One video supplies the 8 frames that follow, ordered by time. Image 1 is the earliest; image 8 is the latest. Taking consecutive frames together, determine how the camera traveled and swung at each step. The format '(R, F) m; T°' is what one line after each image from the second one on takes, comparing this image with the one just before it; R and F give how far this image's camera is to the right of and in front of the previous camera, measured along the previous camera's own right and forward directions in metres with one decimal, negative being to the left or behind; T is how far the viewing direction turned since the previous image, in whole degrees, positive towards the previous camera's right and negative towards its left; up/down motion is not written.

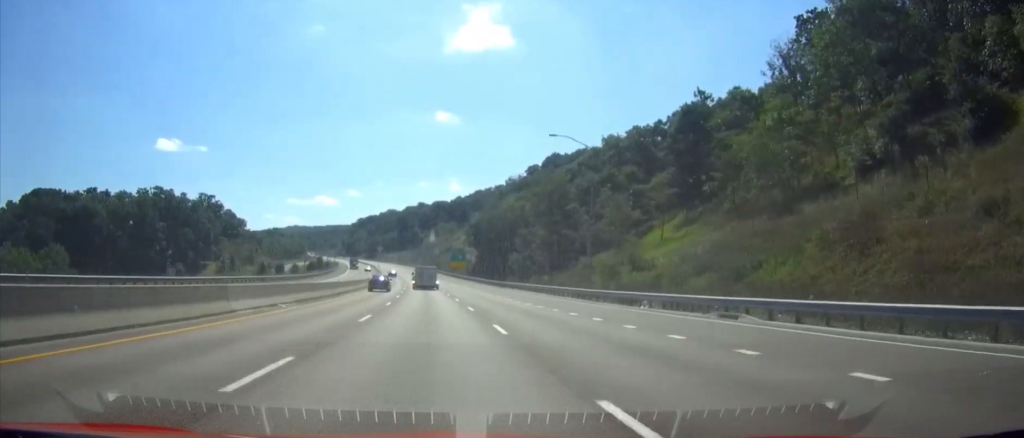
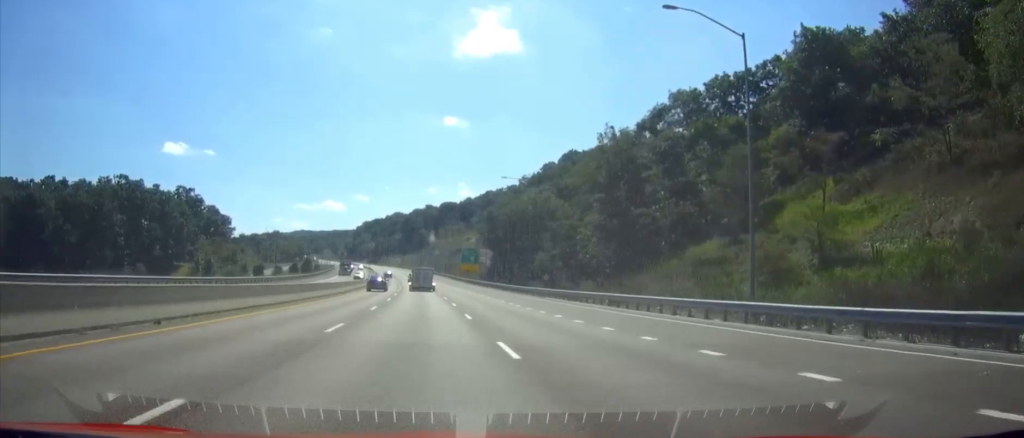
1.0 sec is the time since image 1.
(-0.2, +29.0) m; -1°
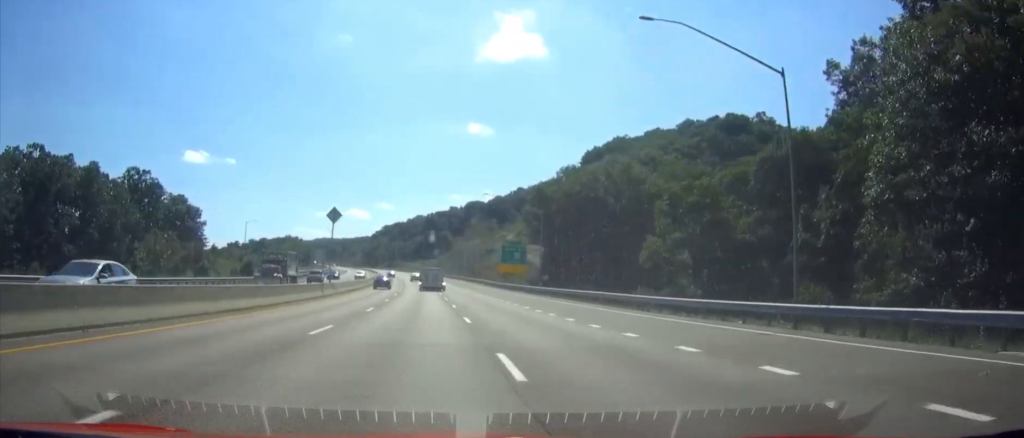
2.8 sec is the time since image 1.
(-0.8, +51.1) m; -2°
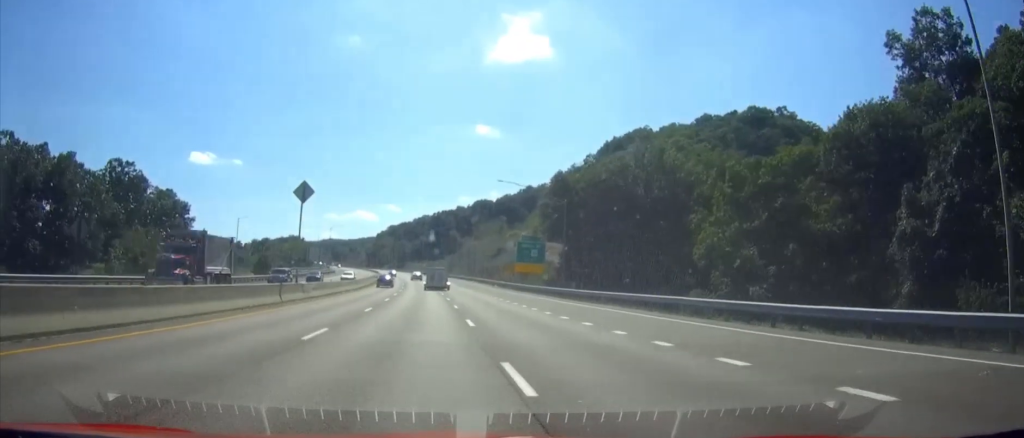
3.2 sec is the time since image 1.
(-0.1, +13.5) m; -1°
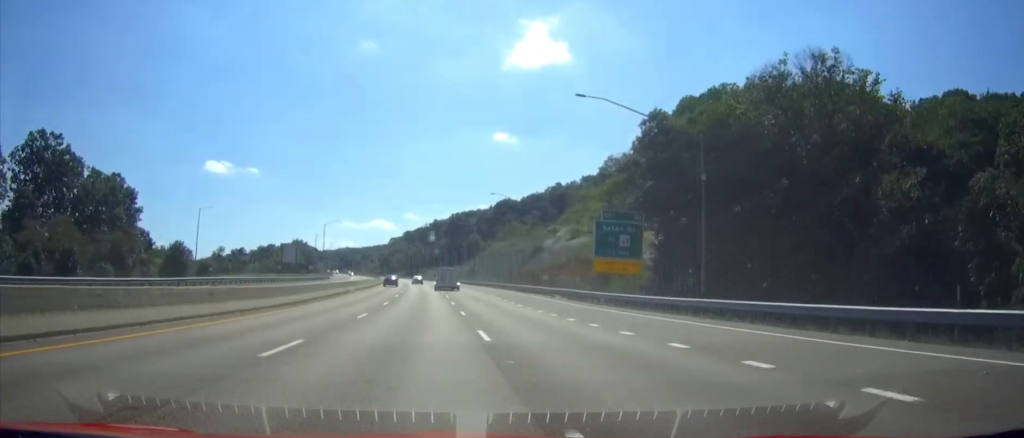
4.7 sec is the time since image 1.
(-0.7, +41.3) m; -2°
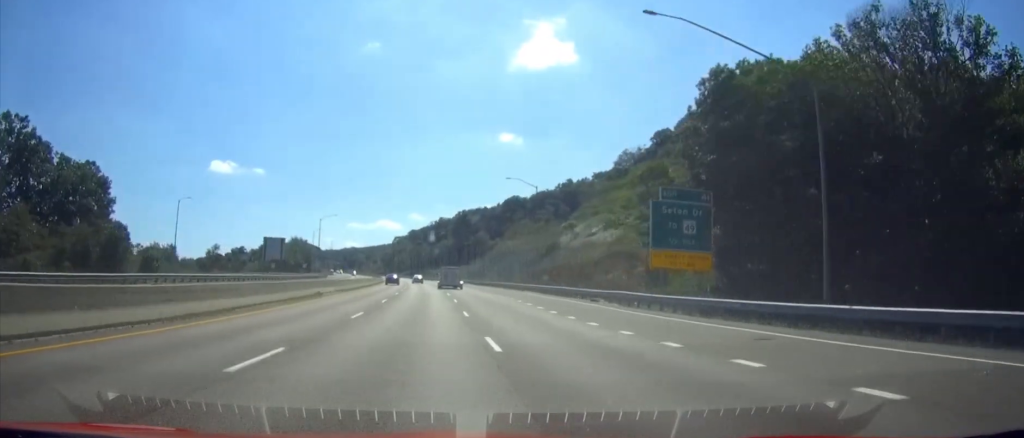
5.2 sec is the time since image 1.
(-0.1, +14.5) m; 0°
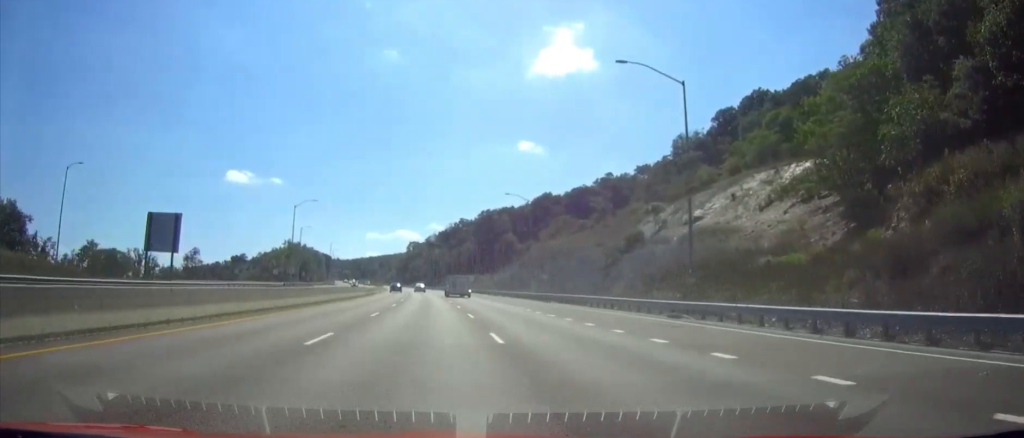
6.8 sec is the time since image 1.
(-0.4, +46.4) m; -2°
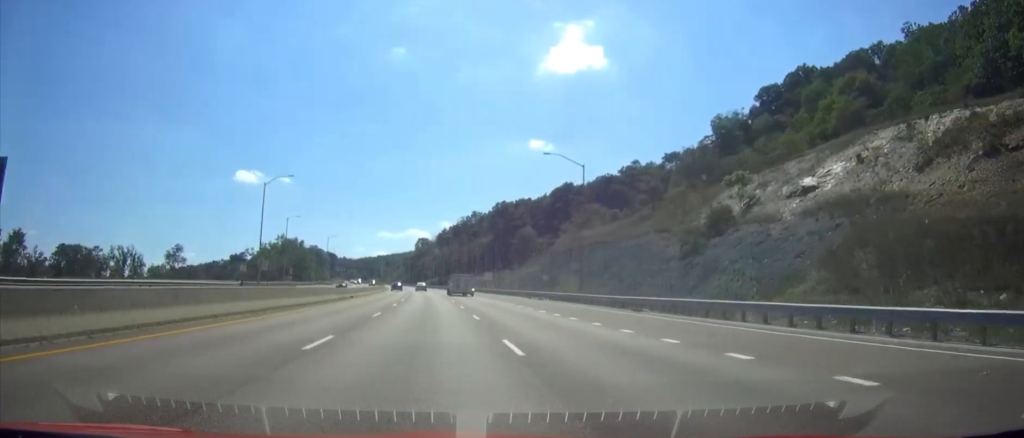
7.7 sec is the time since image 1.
(-0.4, +26.2) m; -1°
